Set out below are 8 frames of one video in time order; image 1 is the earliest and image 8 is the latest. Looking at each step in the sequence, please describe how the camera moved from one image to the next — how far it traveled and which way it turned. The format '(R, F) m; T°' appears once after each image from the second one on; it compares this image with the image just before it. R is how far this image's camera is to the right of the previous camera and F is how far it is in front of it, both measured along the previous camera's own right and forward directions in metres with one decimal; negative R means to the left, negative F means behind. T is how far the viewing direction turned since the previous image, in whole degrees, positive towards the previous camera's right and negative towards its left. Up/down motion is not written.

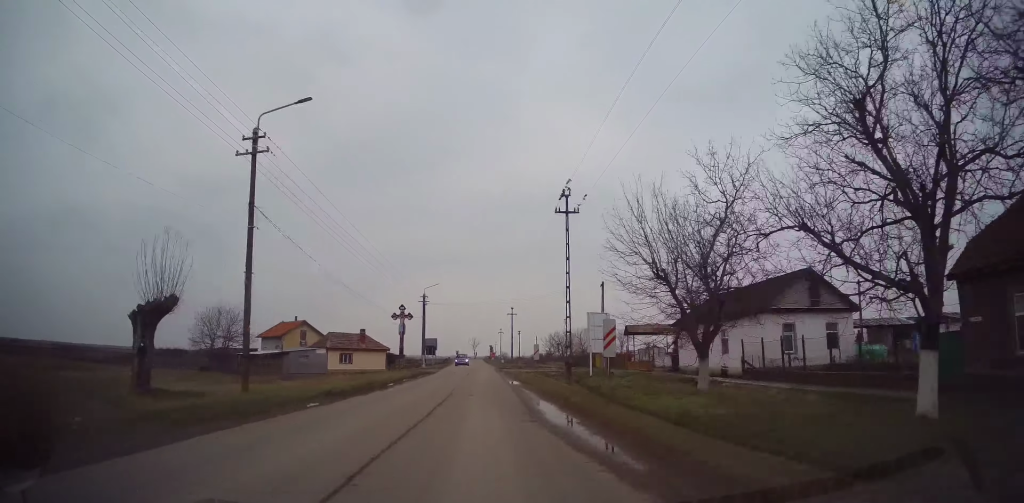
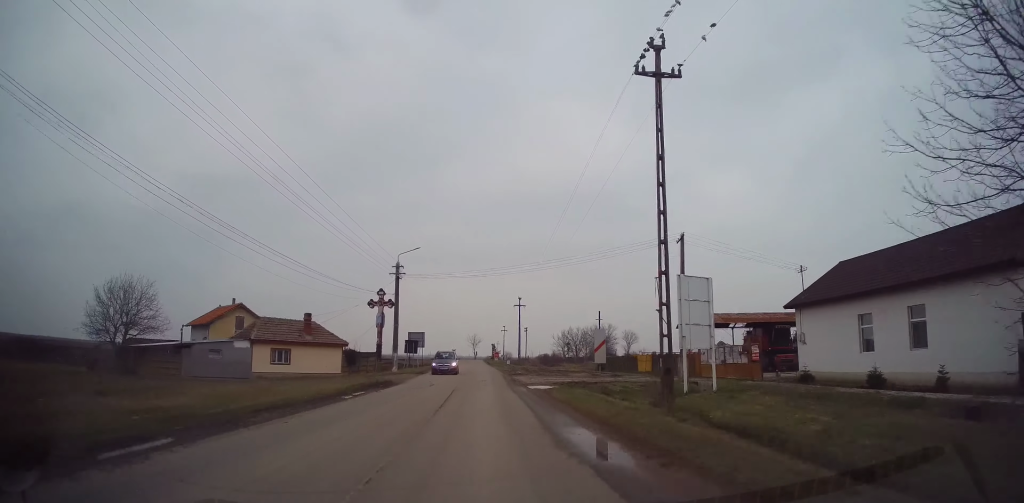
(0.0, +19.7) m; +1°
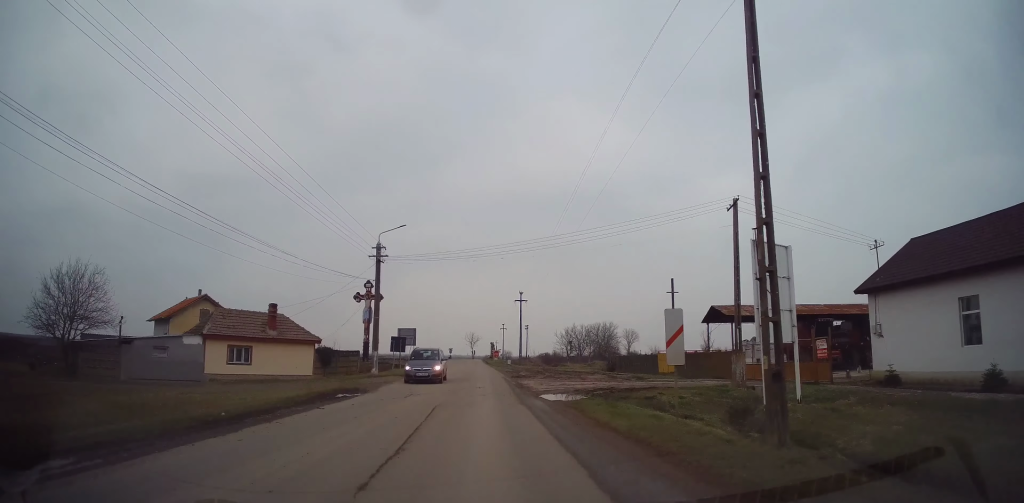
(+0.2, +6.6) m; 0°
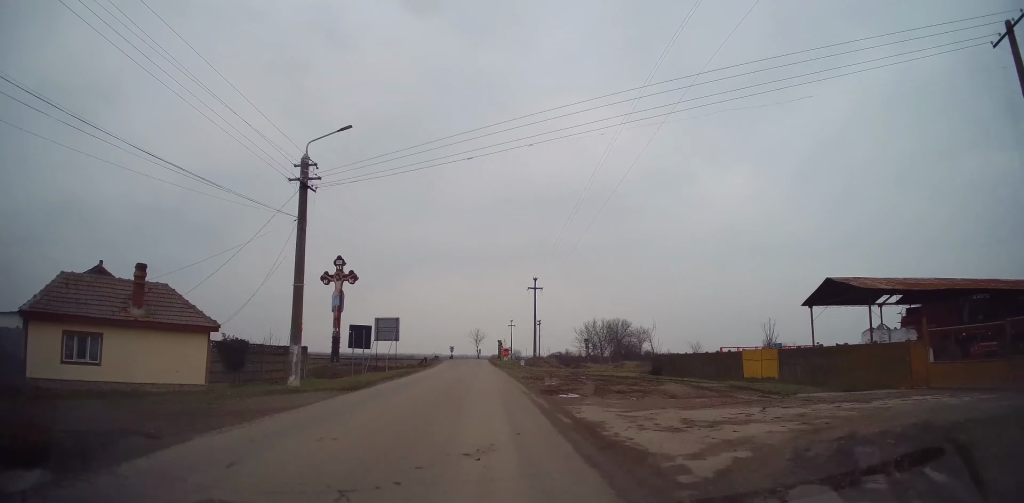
(-0.3, +15.0) m; -2°
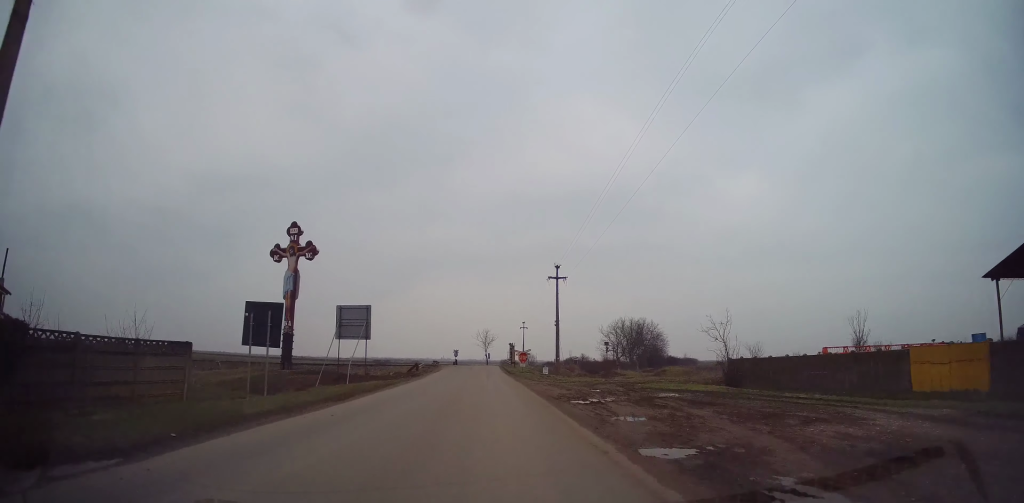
(-0.2, +13.8) m; +1°
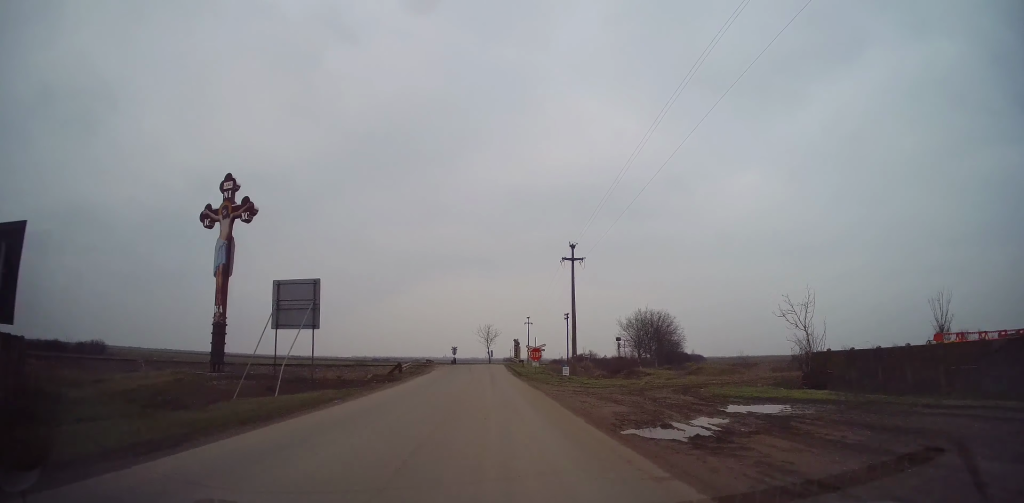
(+0.2, +9.6) m; 0°
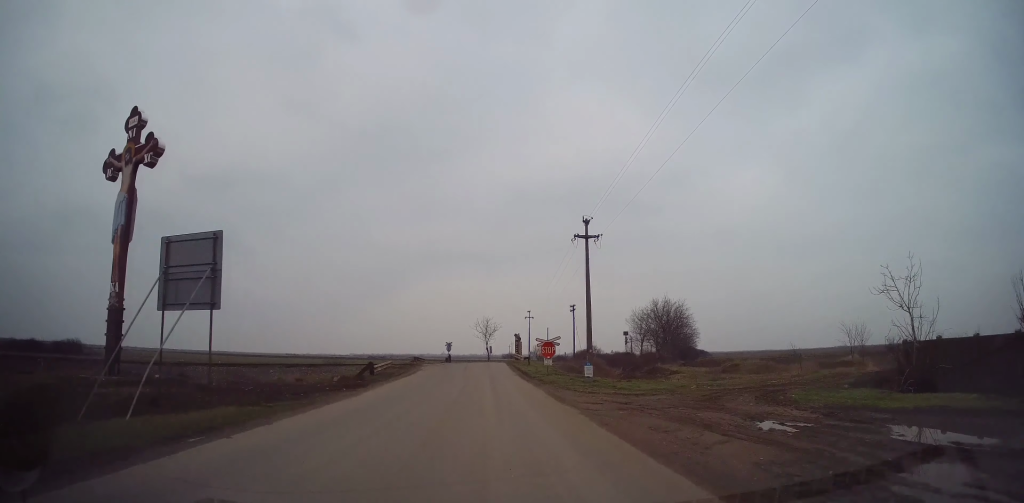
(+0.2, +7.8) m; 0°
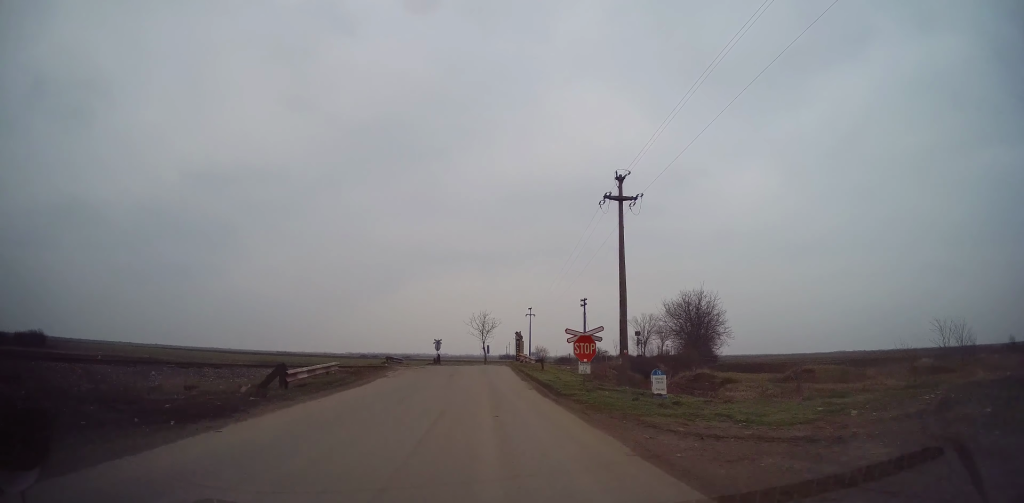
(-0.5, +11.1) m; 0°
